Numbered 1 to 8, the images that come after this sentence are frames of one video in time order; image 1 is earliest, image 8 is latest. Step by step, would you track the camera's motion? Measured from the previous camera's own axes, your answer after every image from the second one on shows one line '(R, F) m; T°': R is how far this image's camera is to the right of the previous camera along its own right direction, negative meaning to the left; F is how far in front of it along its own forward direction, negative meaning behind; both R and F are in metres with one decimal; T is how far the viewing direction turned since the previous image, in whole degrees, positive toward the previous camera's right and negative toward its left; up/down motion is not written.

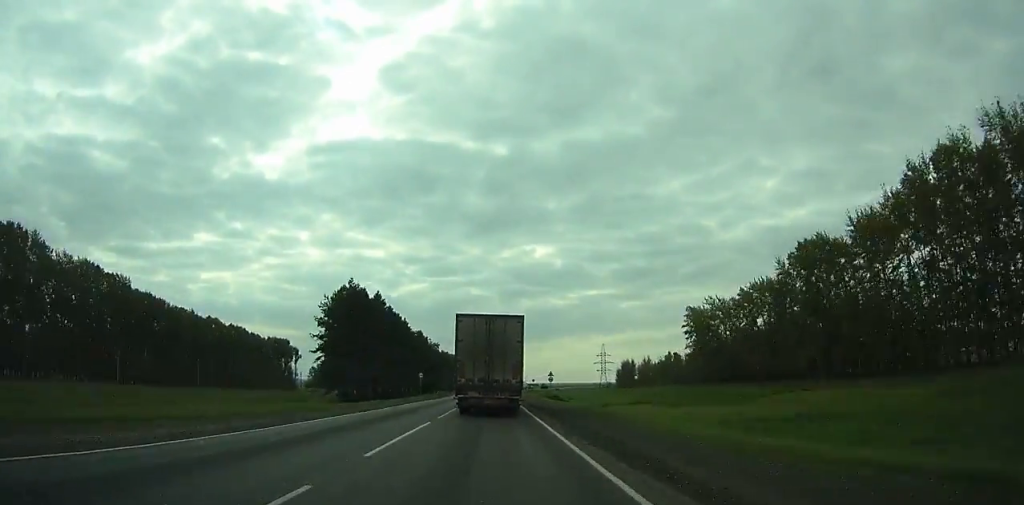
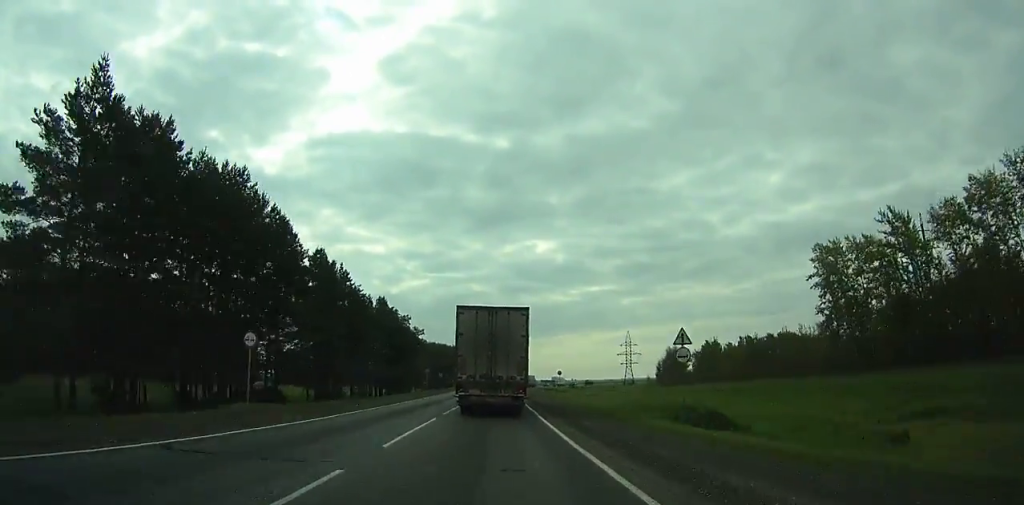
(+3.0, +57.9) m; +1°
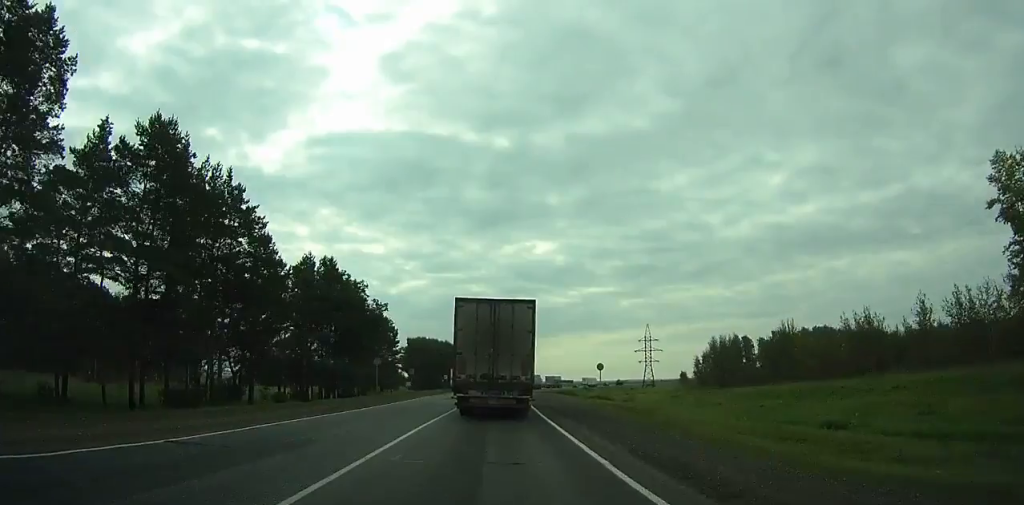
(-0.8, +36.3) m; -1°
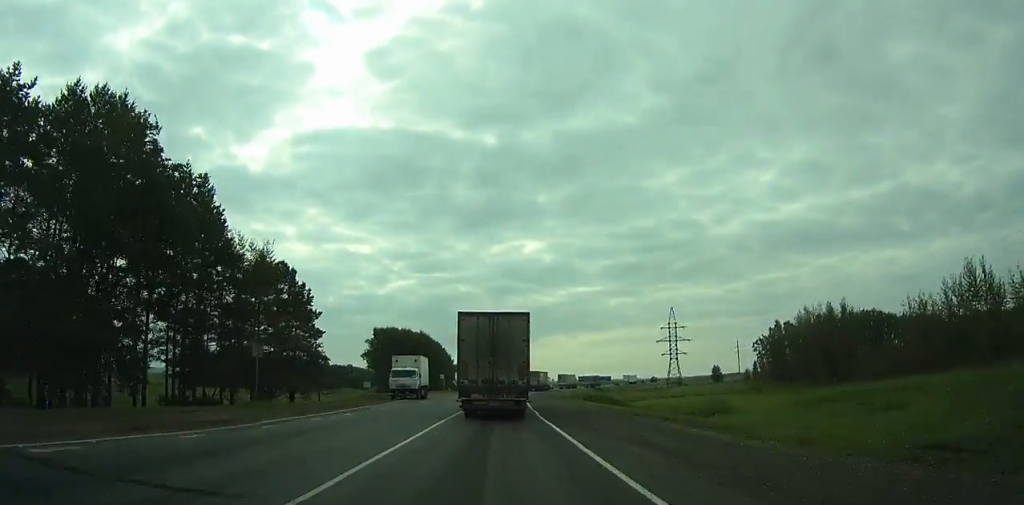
(-0.1, +49.7) m; 0°
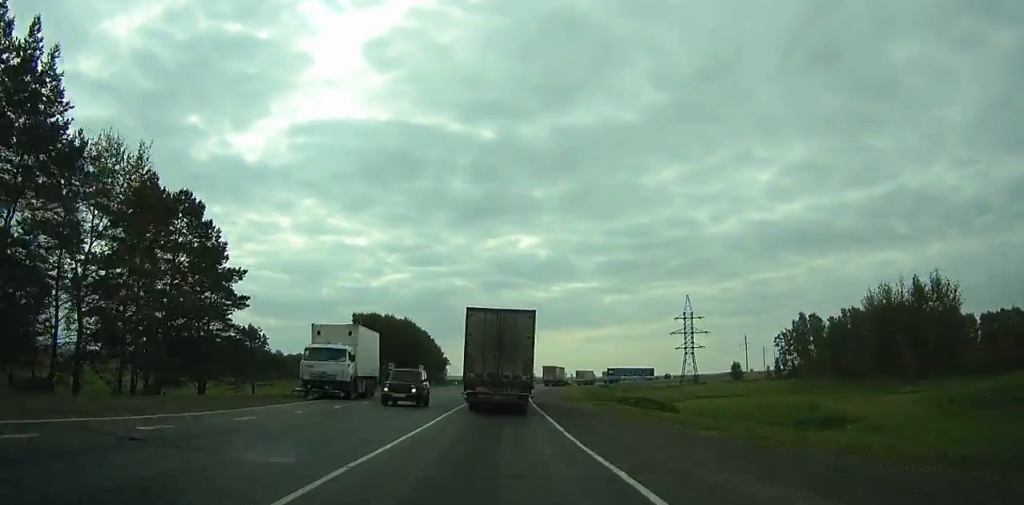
(0.0, +21.5) m; 0°
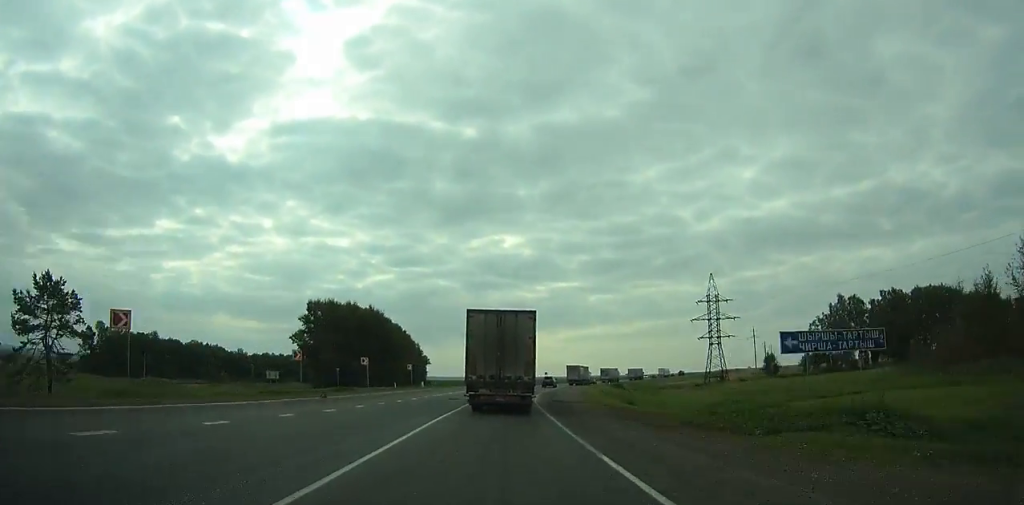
(+0.2, +29.2) m; +2°
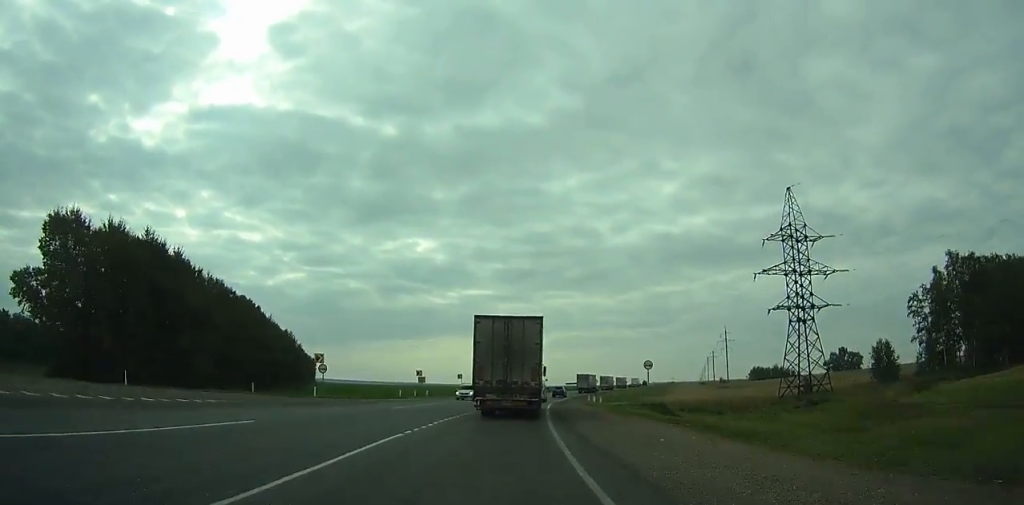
(+4.0, +67.9) m; +8°
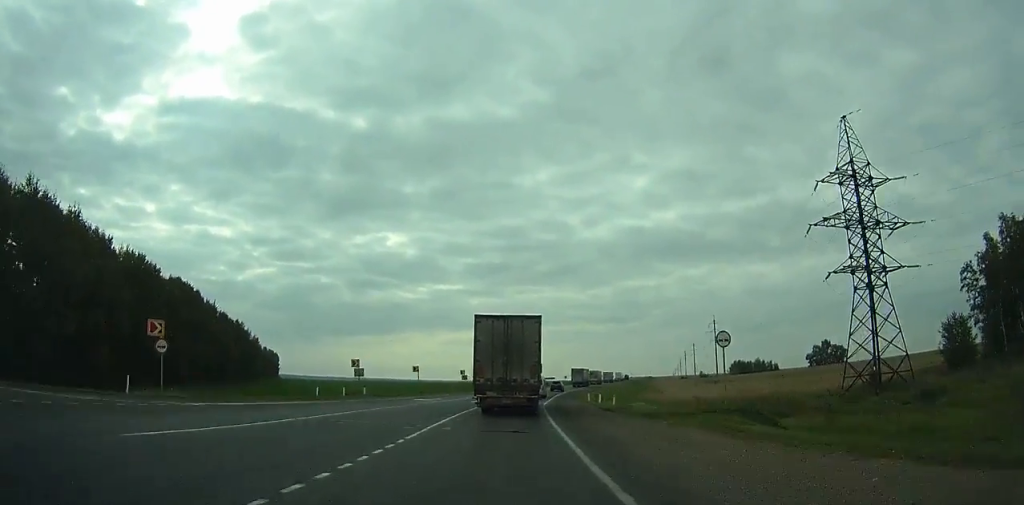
(+0.2, +18.9) m; +3°
